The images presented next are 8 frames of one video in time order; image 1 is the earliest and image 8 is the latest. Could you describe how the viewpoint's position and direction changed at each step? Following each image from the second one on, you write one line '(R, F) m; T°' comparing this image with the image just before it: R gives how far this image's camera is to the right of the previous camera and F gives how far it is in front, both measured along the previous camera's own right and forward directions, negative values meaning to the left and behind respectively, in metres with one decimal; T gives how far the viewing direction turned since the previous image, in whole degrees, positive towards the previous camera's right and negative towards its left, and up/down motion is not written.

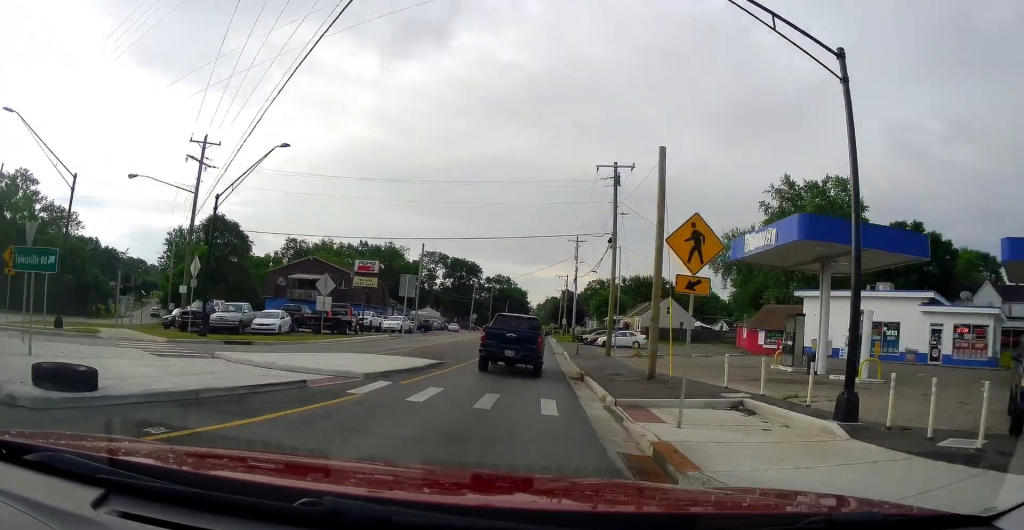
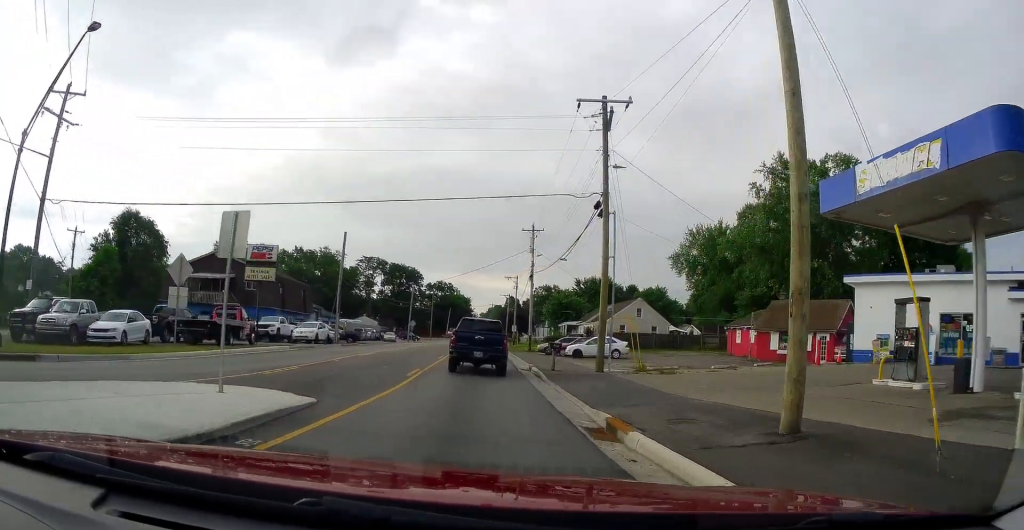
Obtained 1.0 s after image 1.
(+0.2, +11.9) m; +1°
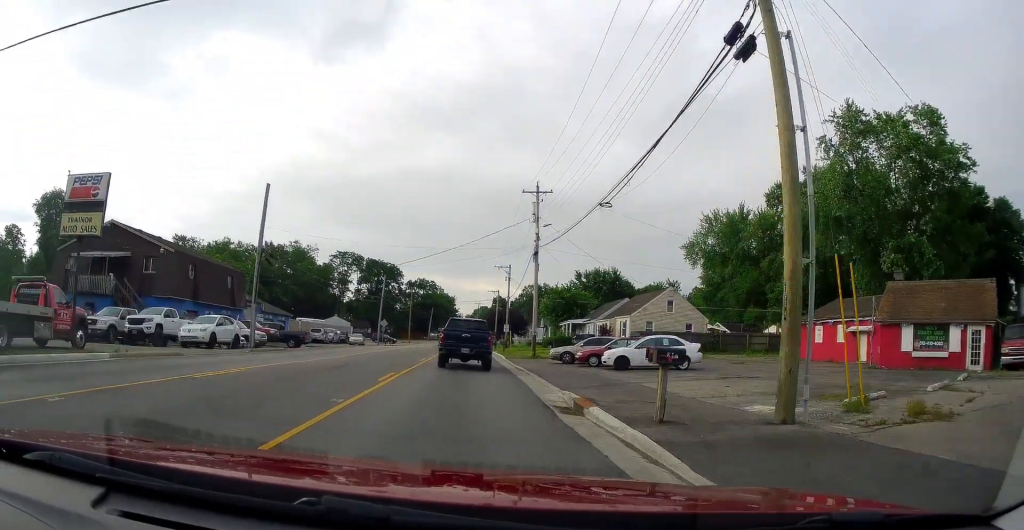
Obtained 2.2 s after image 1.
(+0.2, +16.3) m; +1°
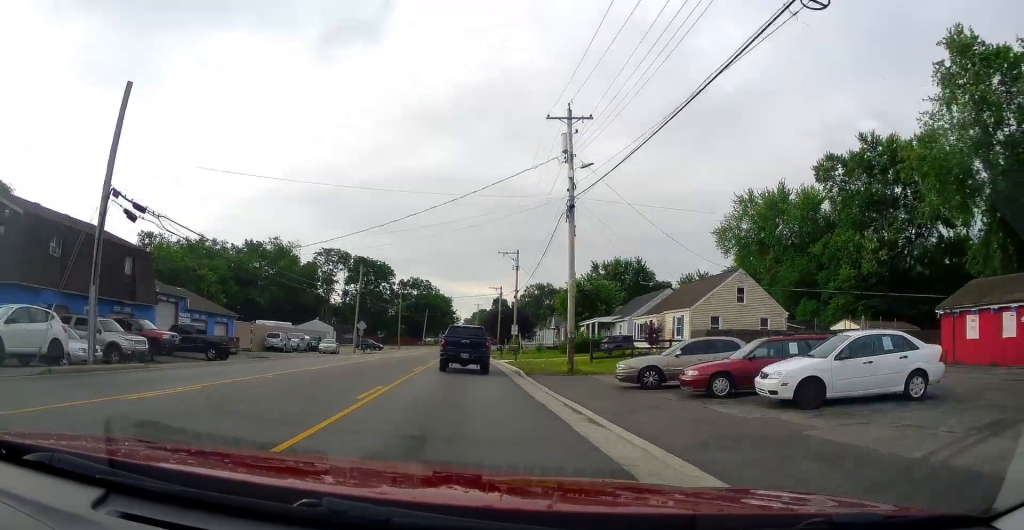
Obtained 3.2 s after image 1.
(+0.1, +15.6) m; +1°
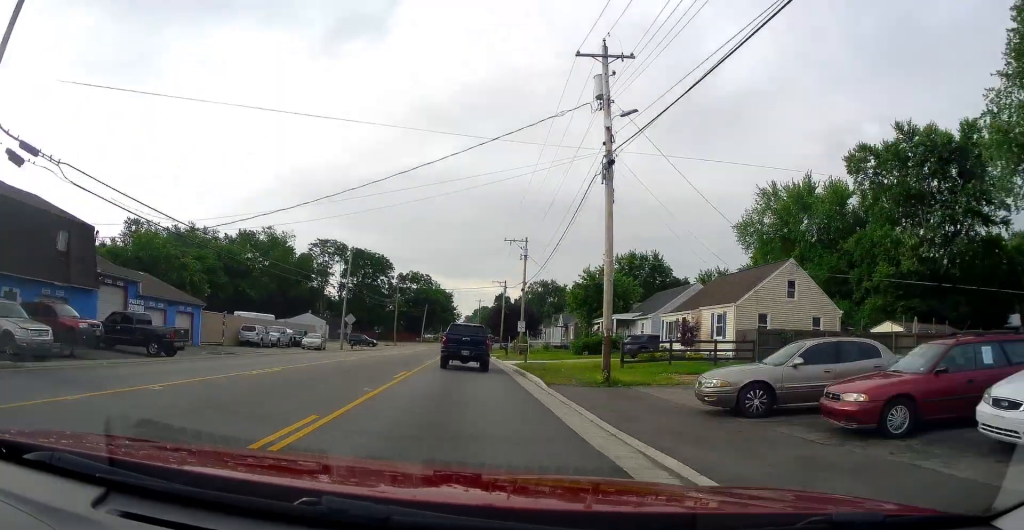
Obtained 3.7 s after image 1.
(0.0, +6.9) m; 0°
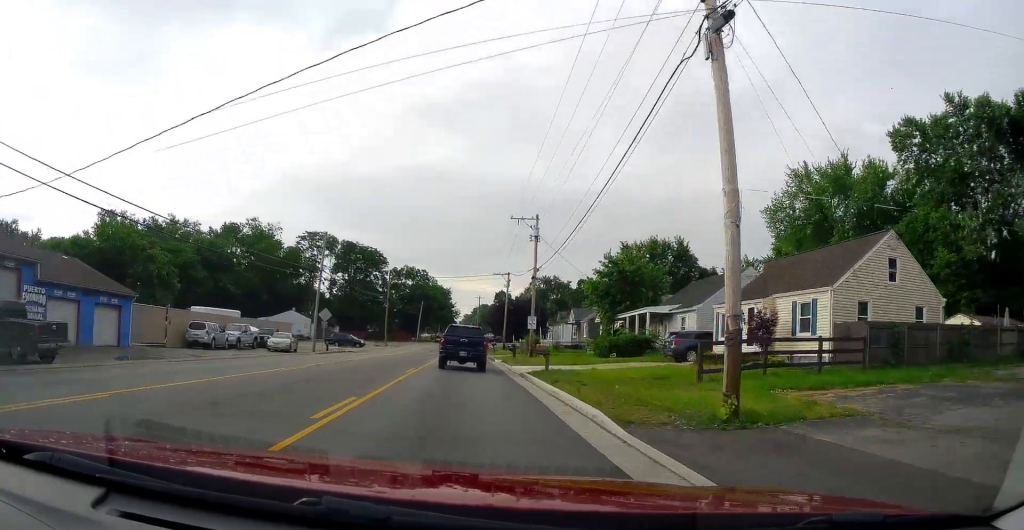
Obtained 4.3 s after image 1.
(0.0, +9.8) m; -1°
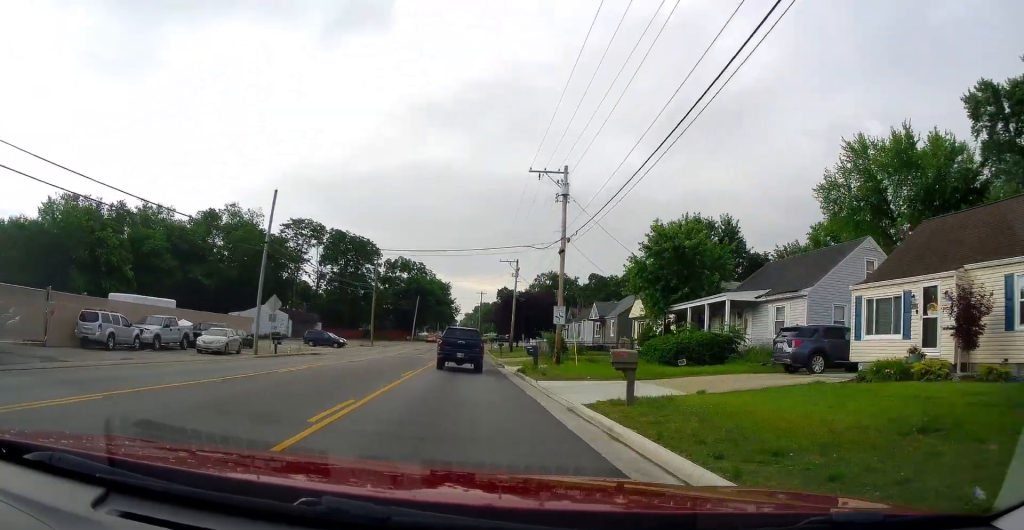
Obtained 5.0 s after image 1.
(-0.2, +12.8) m; +1°
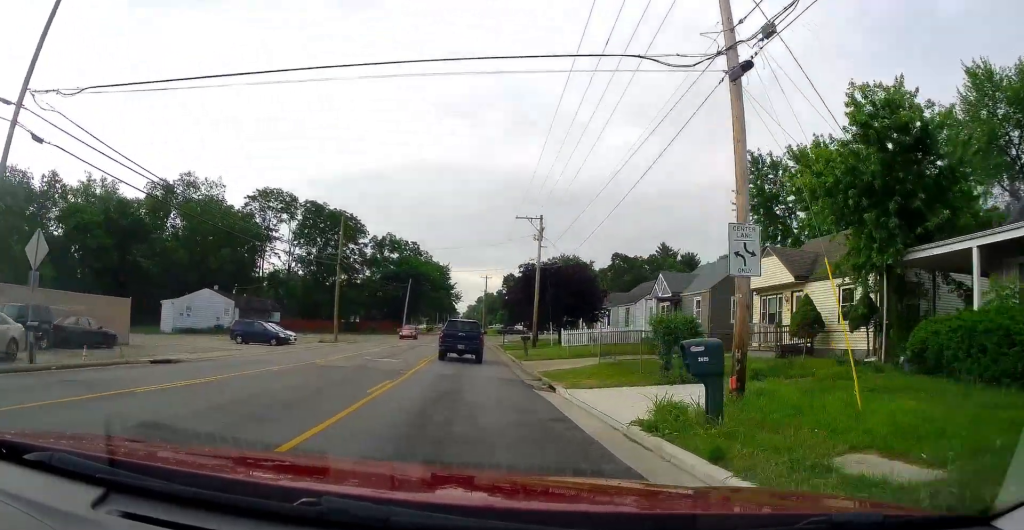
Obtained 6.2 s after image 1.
(+0.4, +20.6) m; -1°
